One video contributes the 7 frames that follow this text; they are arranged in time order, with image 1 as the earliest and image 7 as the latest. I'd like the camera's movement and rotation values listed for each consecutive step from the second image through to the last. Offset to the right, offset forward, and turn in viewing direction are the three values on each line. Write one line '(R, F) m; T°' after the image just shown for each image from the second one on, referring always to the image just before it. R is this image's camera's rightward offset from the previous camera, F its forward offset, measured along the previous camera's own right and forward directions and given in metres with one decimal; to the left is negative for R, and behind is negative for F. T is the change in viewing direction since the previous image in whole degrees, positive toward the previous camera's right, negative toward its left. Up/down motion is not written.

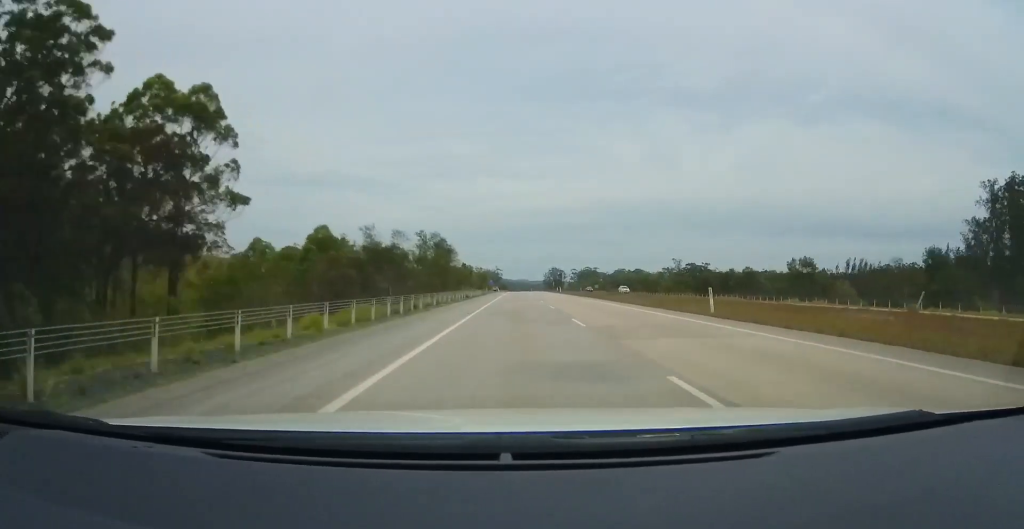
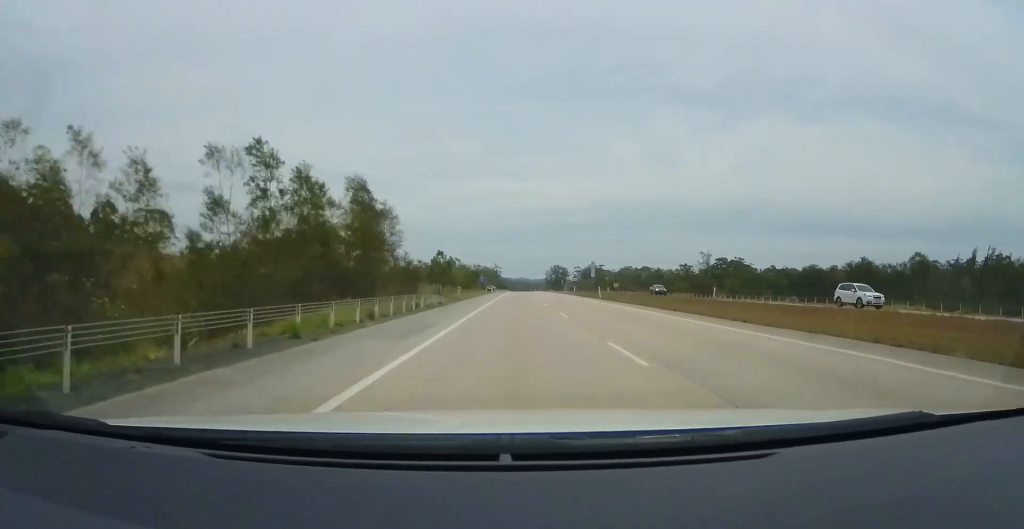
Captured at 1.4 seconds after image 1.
(+0.1, +44.1) m; +2°
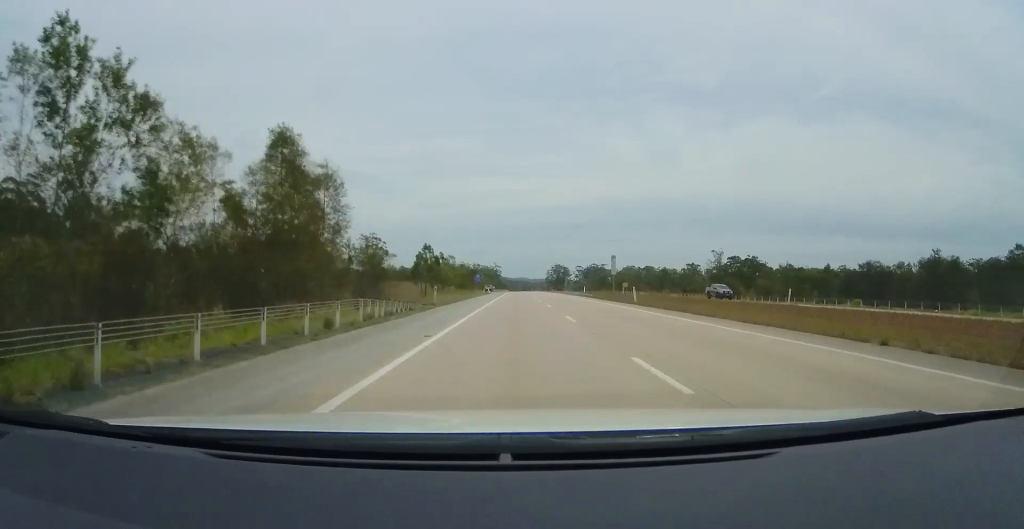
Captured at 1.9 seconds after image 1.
(+0.2, +14.7) m; 0°
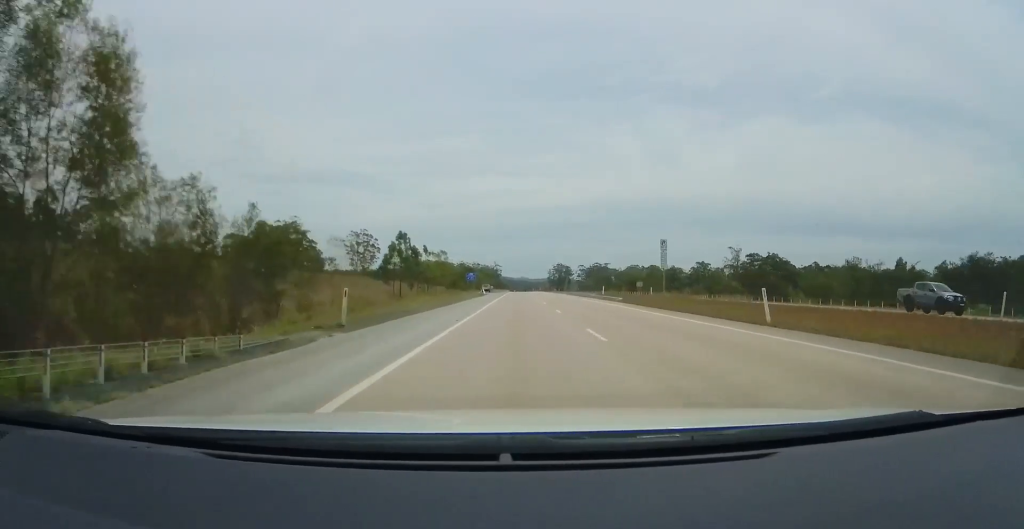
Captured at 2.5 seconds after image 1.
(+0.4, +18.4) m; 0°
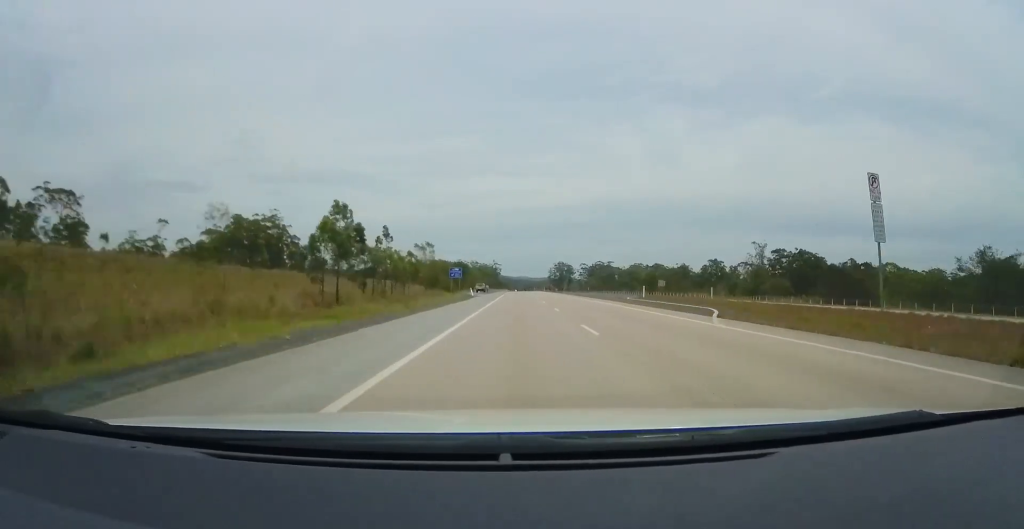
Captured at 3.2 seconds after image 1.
(-0.4, +22.0) m; -1°
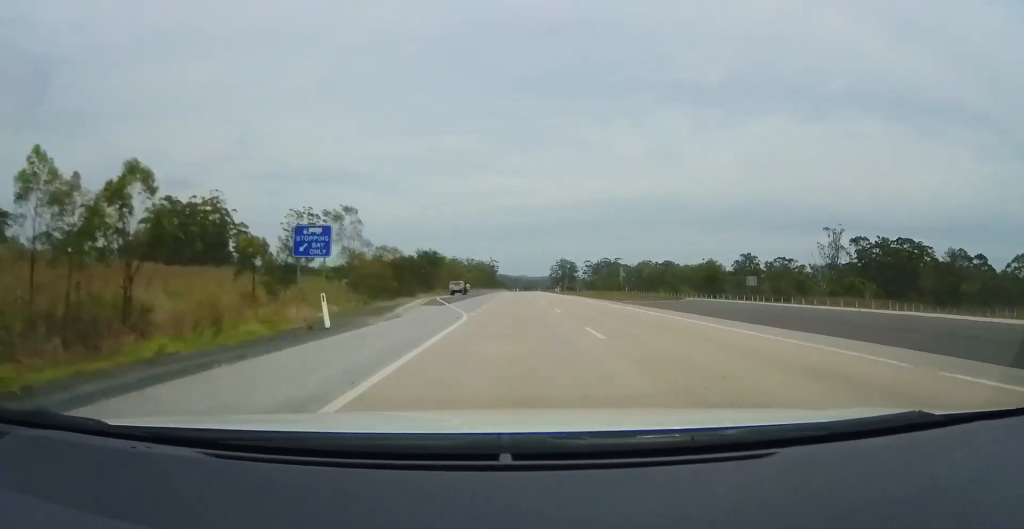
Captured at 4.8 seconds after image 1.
(-0.4, +48.7) m; 0°
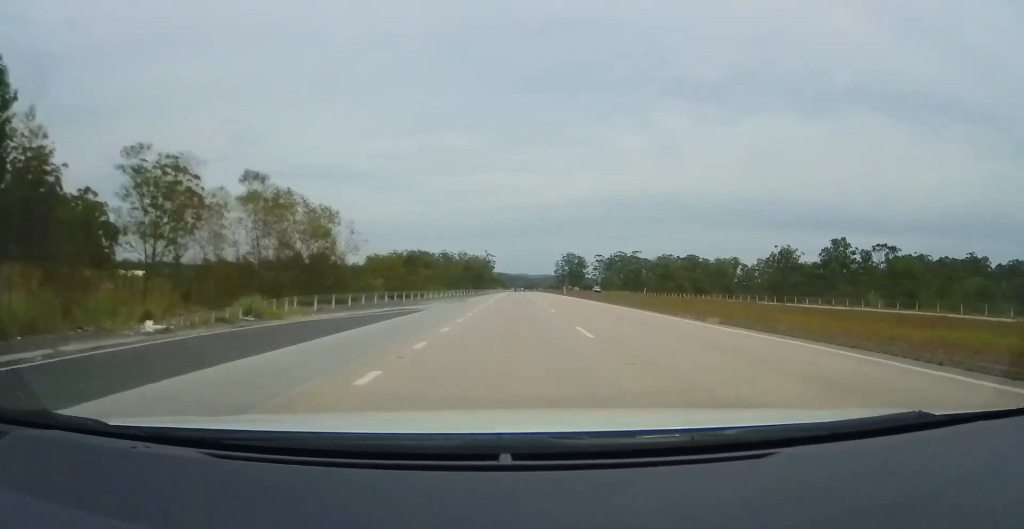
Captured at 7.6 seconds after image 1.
(+0.3, +82.1) m; 0°
